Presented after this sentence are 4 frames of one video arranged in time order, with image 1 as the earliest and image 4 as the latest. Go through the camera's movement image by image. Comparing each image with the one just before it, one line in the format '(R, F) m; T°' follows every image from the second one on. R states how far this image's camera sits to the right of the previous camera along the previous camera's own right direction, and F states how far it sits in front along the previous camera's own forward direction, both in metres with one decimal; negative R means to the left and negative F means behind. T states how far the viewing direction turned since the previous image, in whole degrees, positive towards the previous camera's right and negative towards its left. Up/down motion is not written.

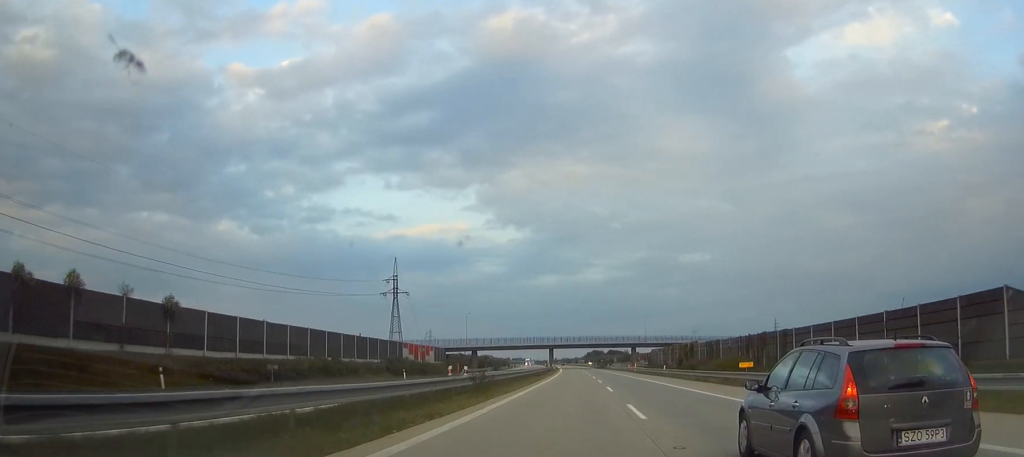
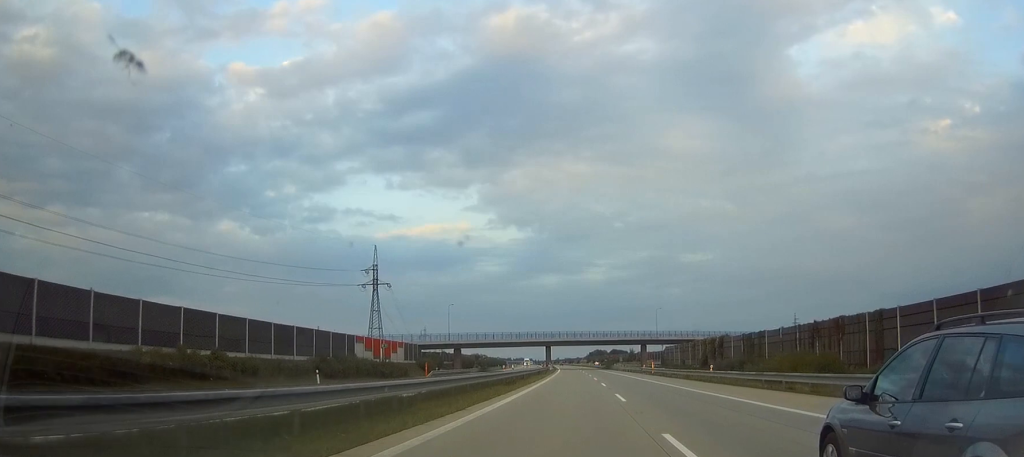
(0.0, +27.4) m; 0°
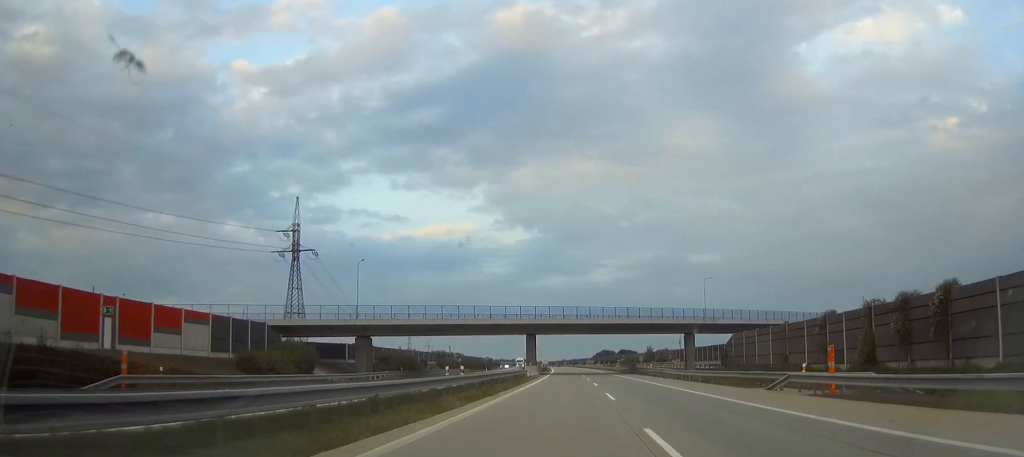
(-0.2, +70.4) m; -1°
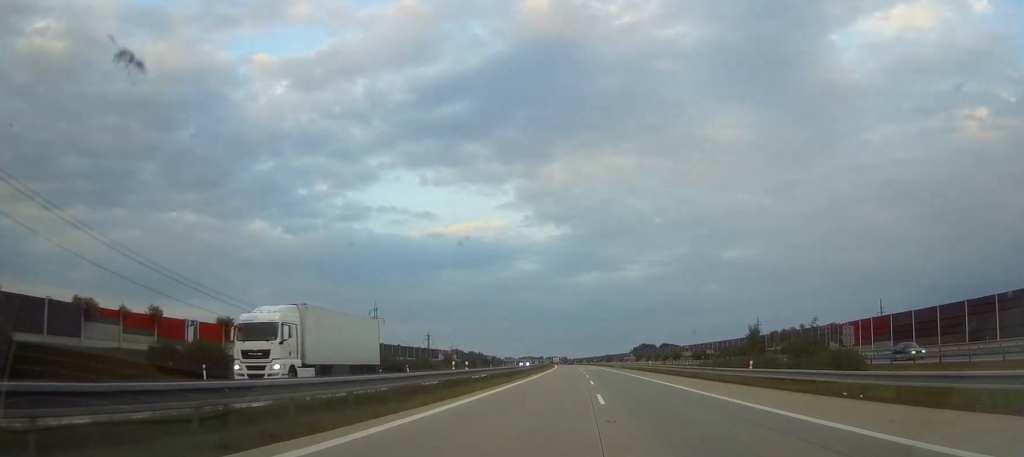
(-2.3, +148.7) m; -3°
